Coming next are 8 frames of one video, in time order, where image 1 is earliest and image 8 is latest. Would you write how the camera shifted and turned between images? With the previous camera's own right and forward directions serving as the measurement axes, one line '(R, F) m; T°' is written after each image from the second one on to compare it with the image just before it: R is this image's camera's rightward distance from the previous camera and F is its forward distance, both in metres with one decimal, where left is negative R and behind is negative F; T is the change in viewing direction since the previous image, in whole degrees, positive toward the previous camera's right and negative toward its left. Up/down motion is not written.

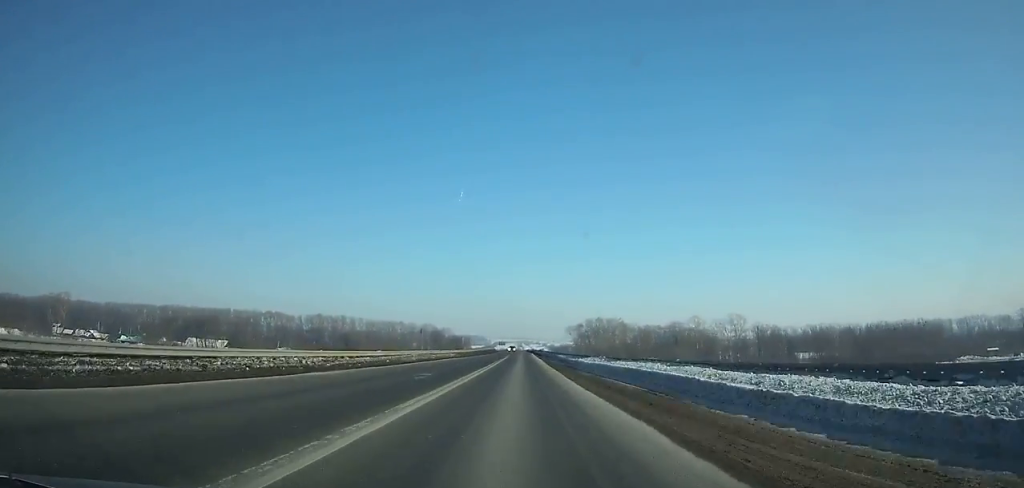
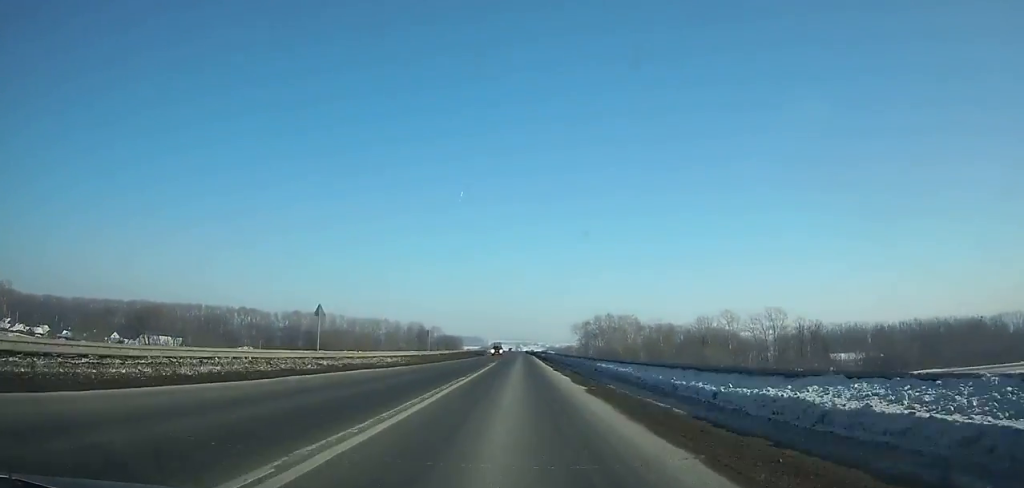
(+0.1, +36.6) m; 0°
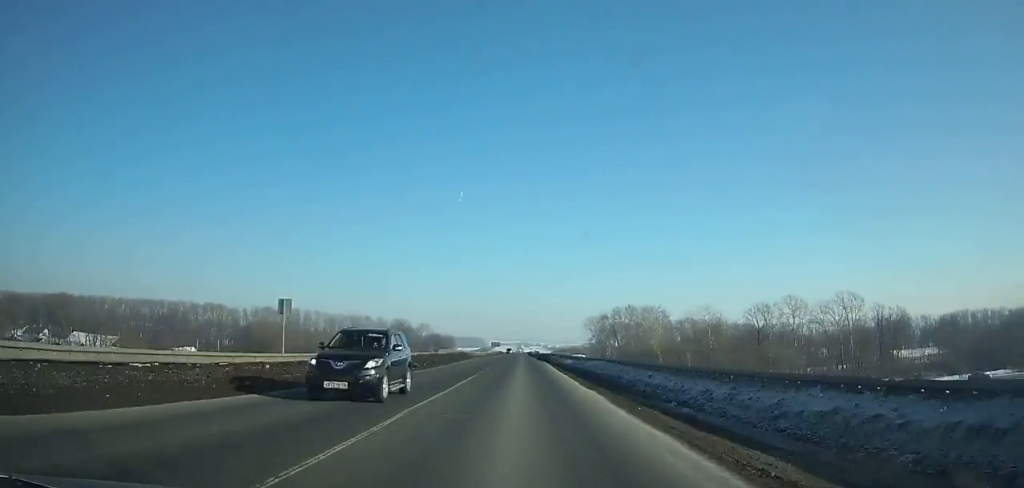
(+0.1, +42.7) m; 0°
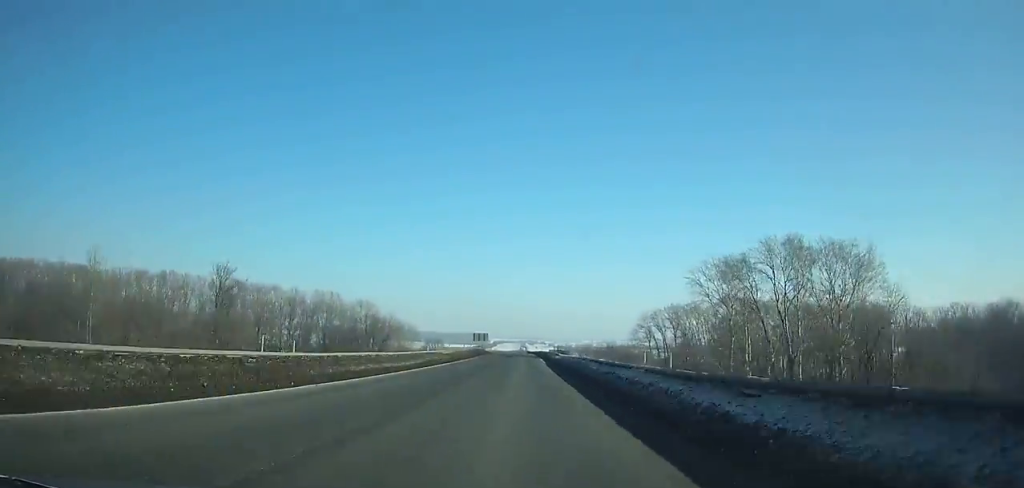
(+0.1, +116.9) m; 0°
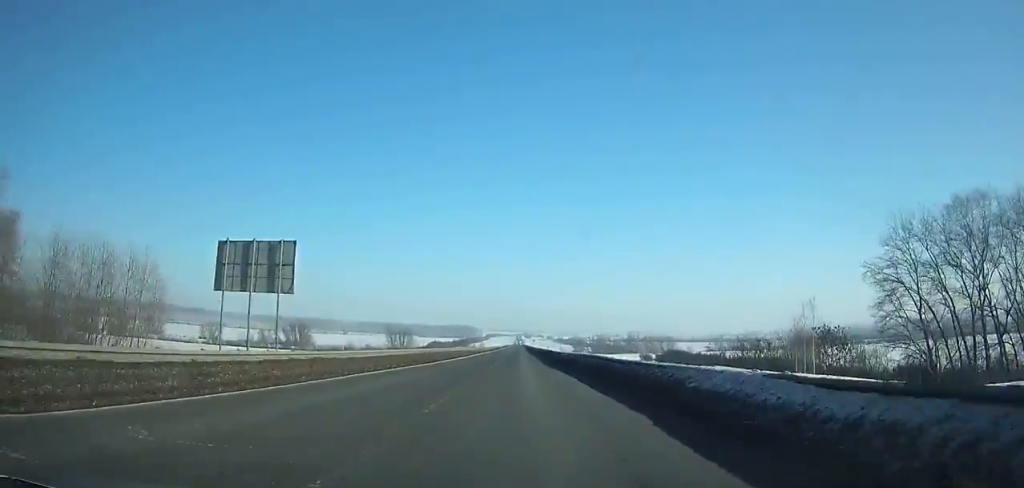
(+0.3, +136.4) m; 0°
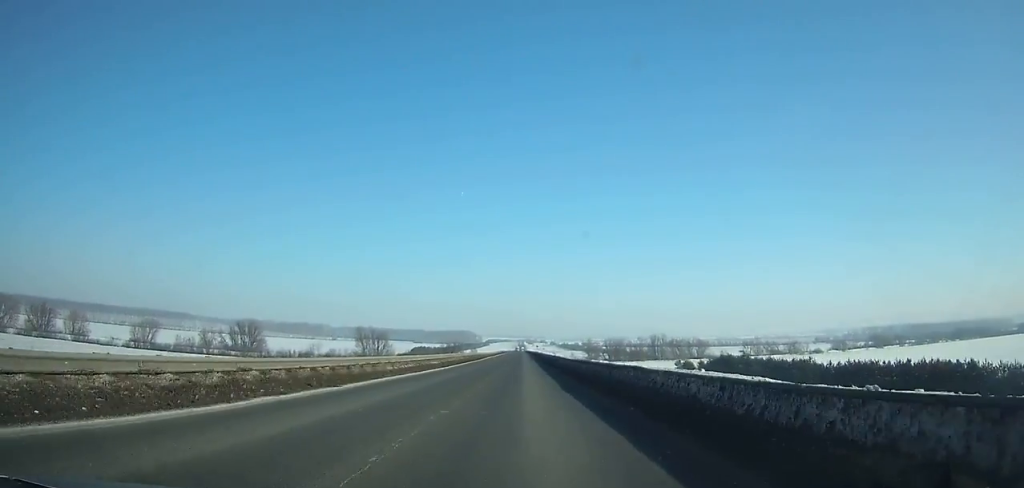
(+0.1, +75.0) m; 0°
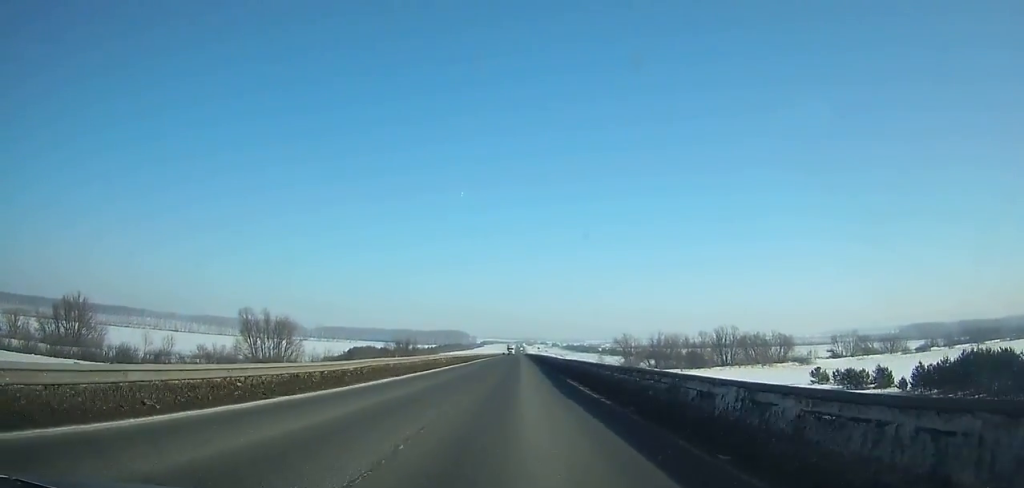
(-0.1, +129.5) m; 0°
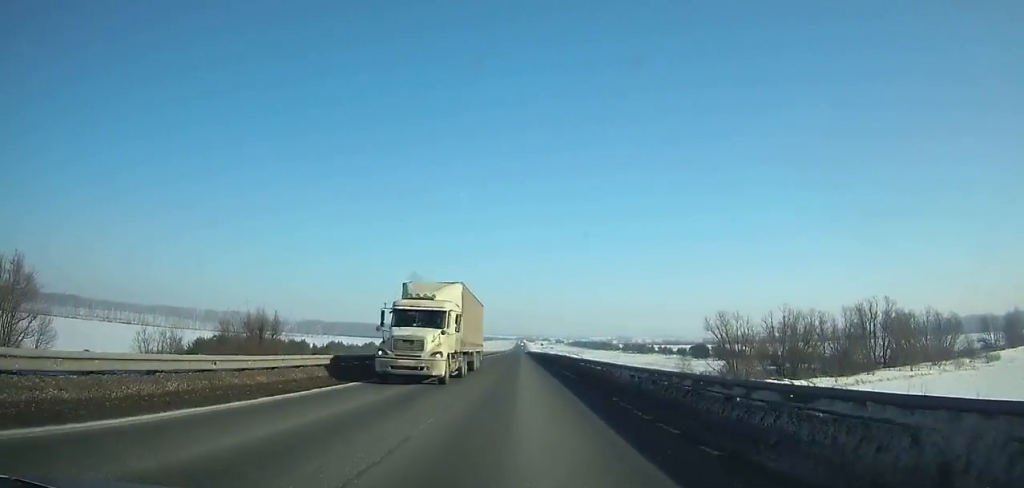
(-0.4, +111.9) m; 0°
